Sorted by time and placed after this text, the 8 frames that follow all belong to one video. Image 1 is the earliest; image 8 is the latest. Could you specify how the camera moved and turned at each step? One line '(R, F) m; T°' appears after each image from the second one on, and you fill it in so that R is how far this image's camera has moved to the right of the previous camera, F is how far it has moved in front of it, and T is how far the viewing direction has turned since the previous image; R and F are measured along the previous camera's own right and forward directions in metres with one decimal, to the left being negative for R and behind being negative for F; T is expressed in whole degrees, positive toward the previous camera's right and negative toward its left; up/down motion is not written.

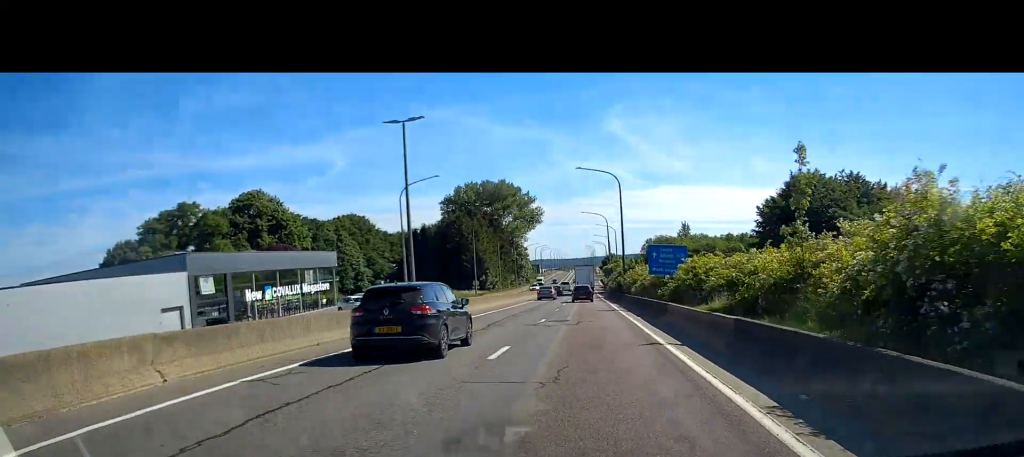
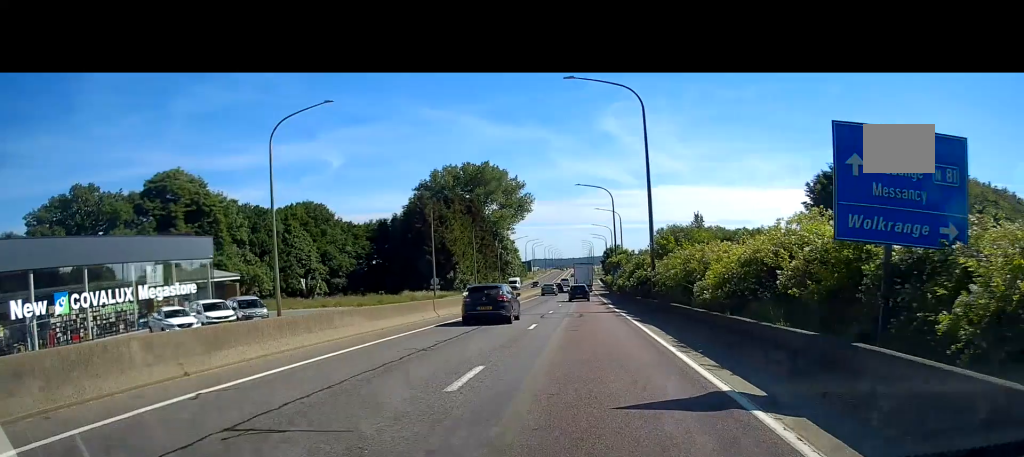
(-0.1, +27.4) m; 0°
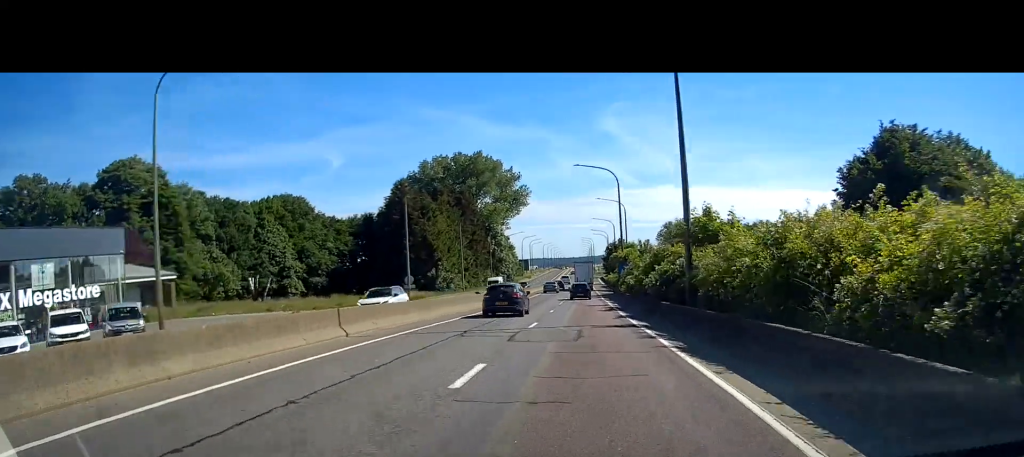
(0.0, +11.7) m; 0°
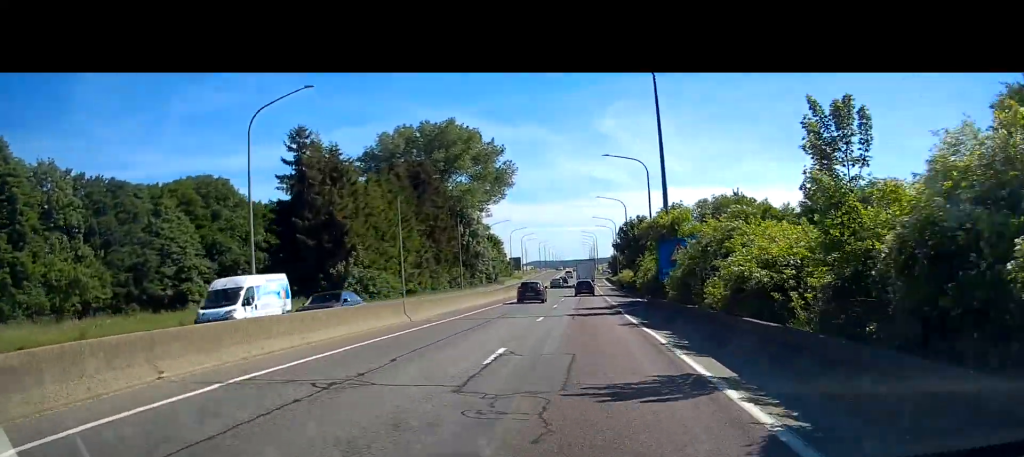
(0.0, +32.8) m; 0°
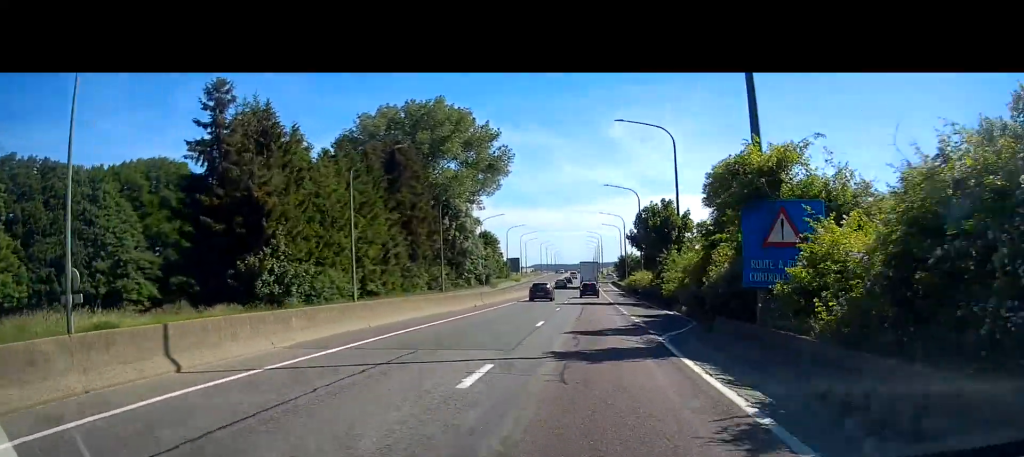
(0.0, +14.9) m; 0°
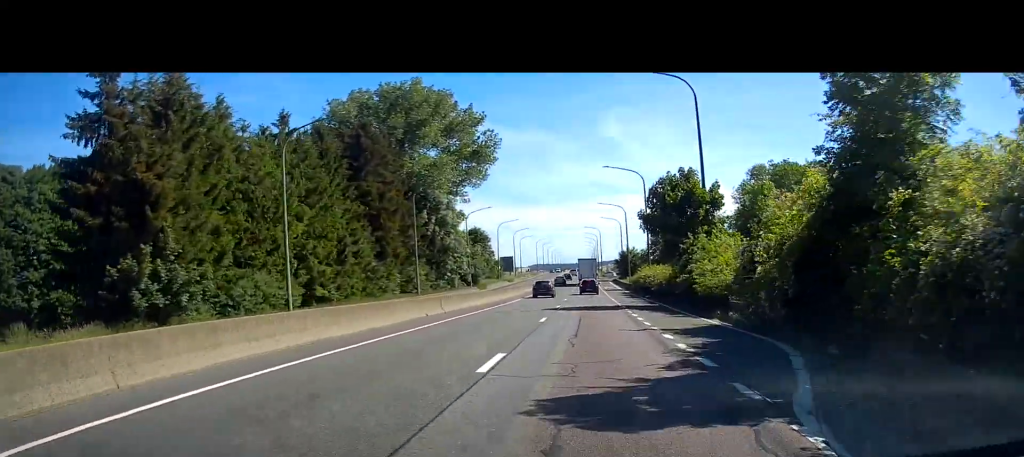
(0.0, +11.3) m; 0°
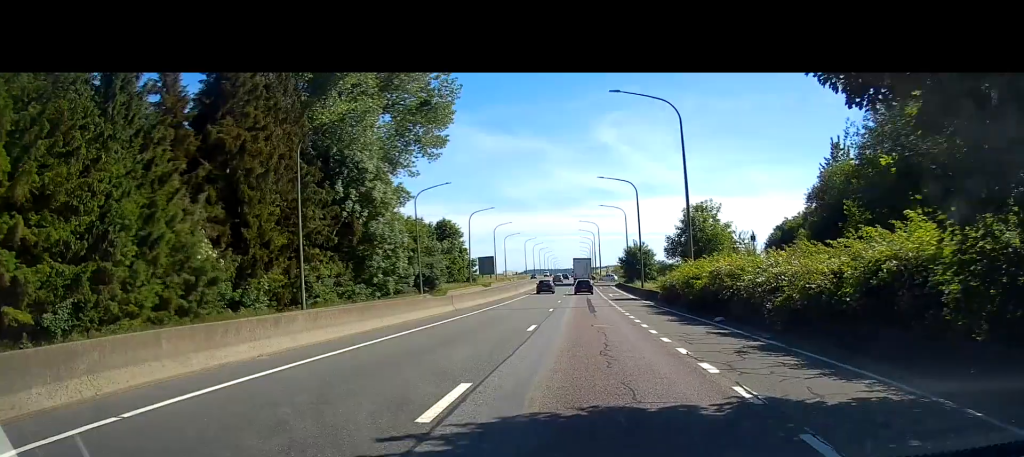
(-0.1, +28.3) m; 0°
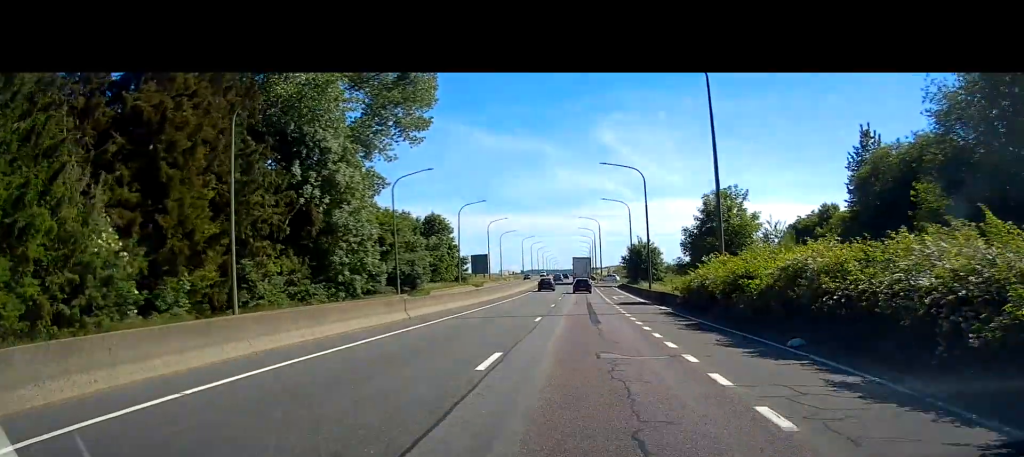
(0.0, +8.9) m; 0°
